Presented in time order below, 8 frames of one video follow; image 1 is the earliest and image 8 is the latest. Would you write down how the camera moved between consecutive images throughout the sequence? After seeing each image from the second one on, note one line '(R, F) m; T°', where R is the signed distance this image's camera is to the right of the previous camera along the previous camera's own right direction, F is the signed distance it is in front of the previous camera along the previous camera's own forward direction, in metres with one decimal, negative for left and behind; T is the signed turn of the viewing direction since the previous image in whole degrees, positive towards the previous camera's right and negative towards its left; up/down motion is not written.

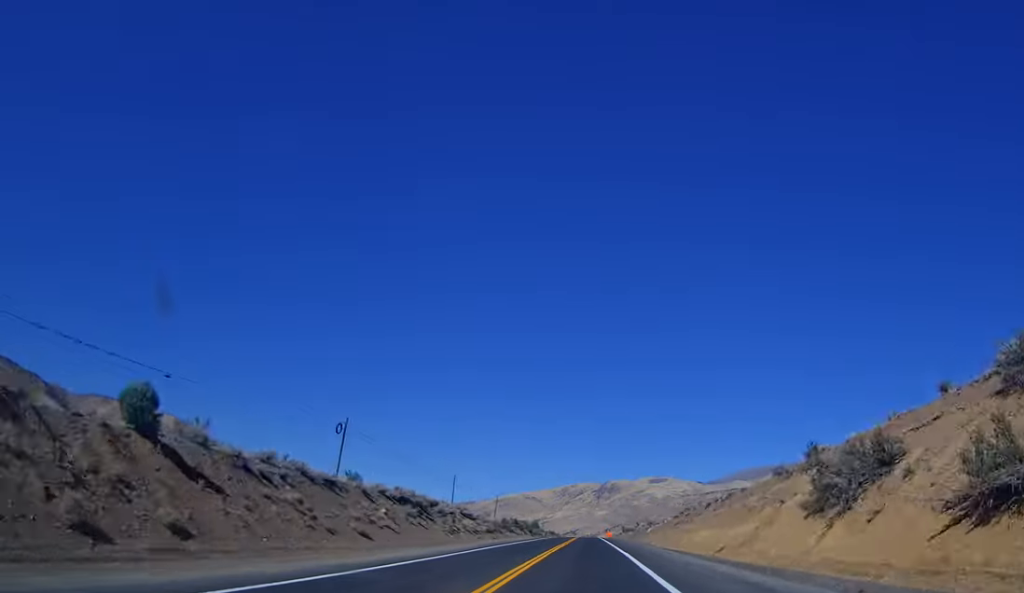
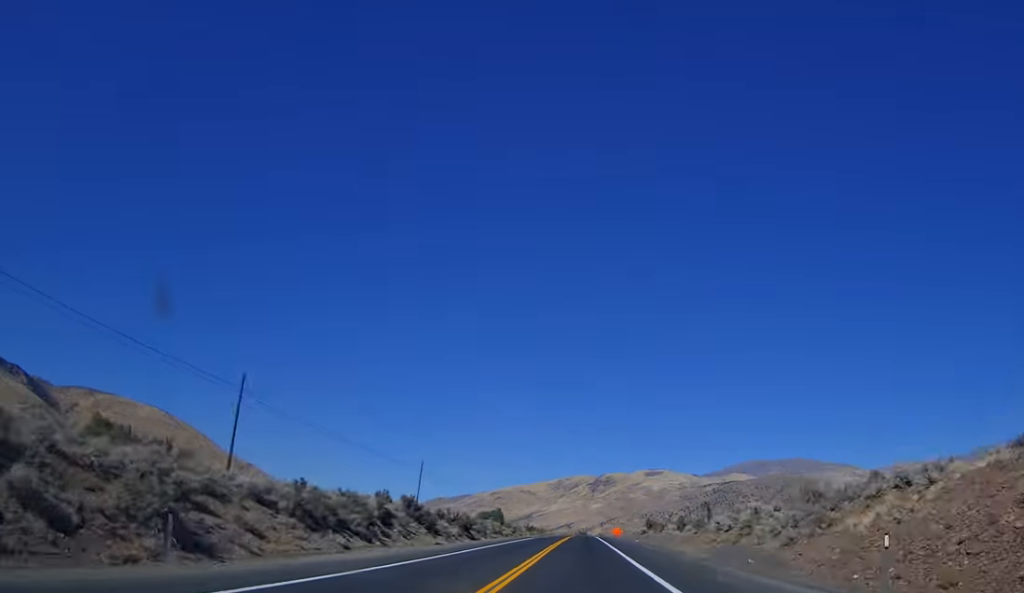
(+0.2, +78.2) m; 0°
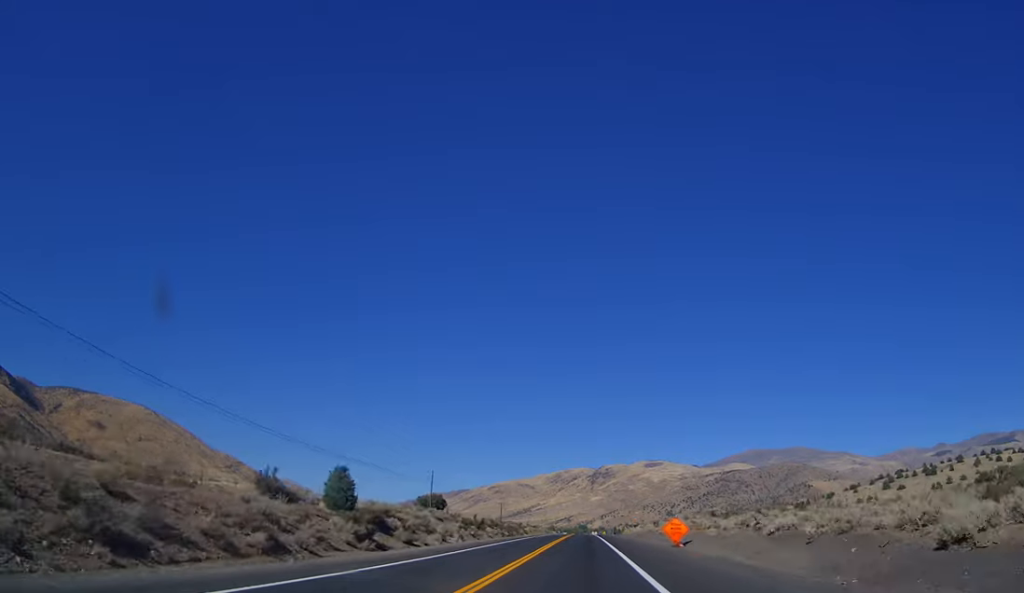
(0.0, +82.3) m; 0°
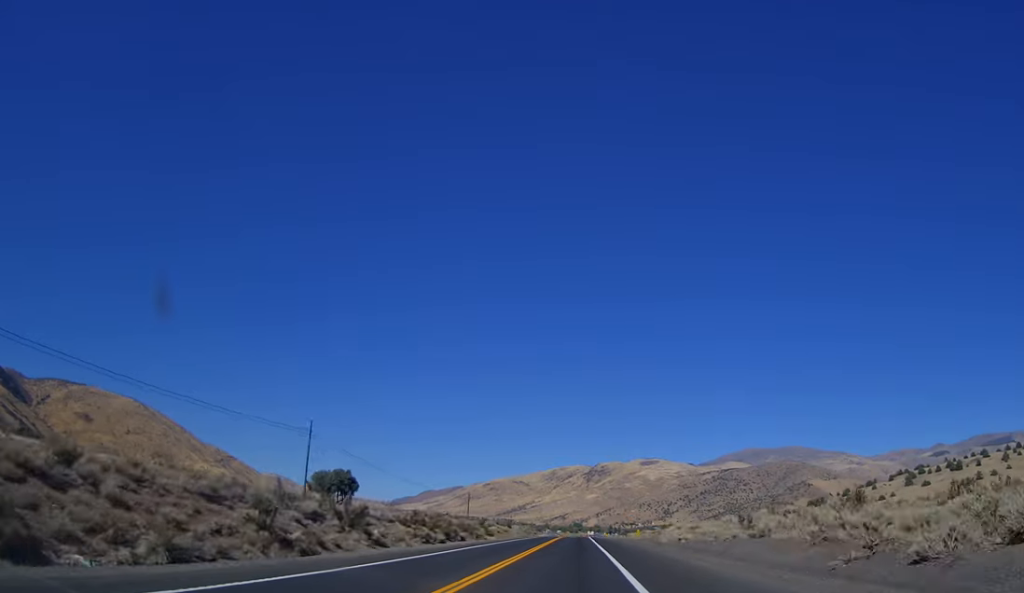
(-0.1, +47.9) m; 0°
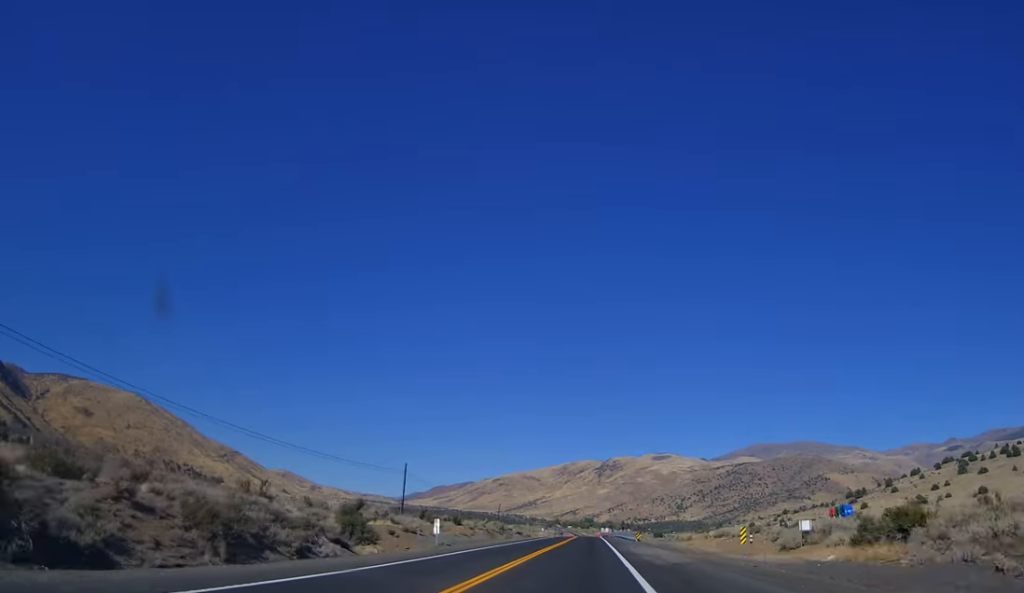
(-0.2, +61.6) m; 0°
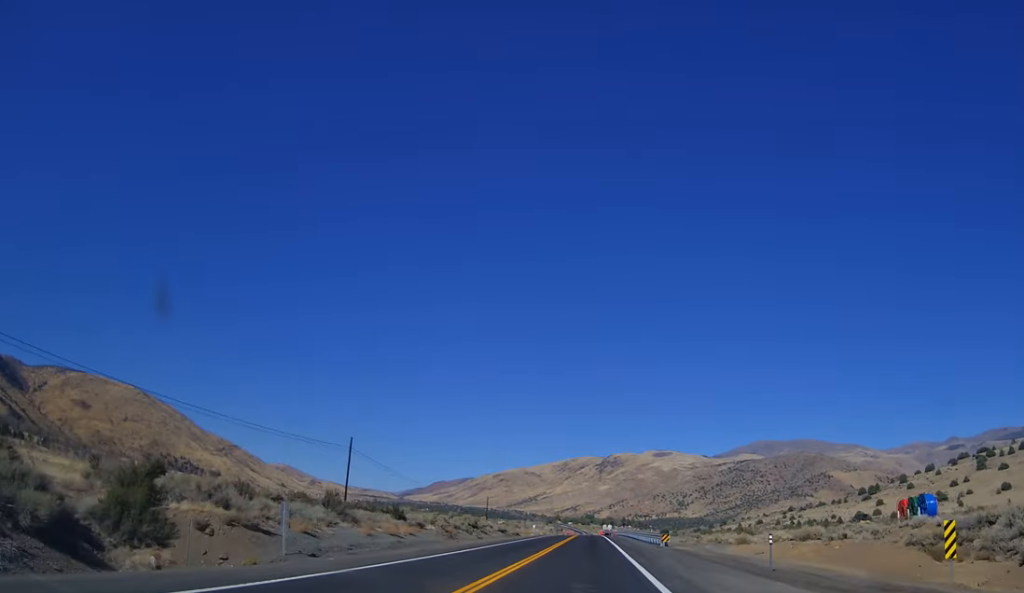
(0.0, +22.2) m; 0°
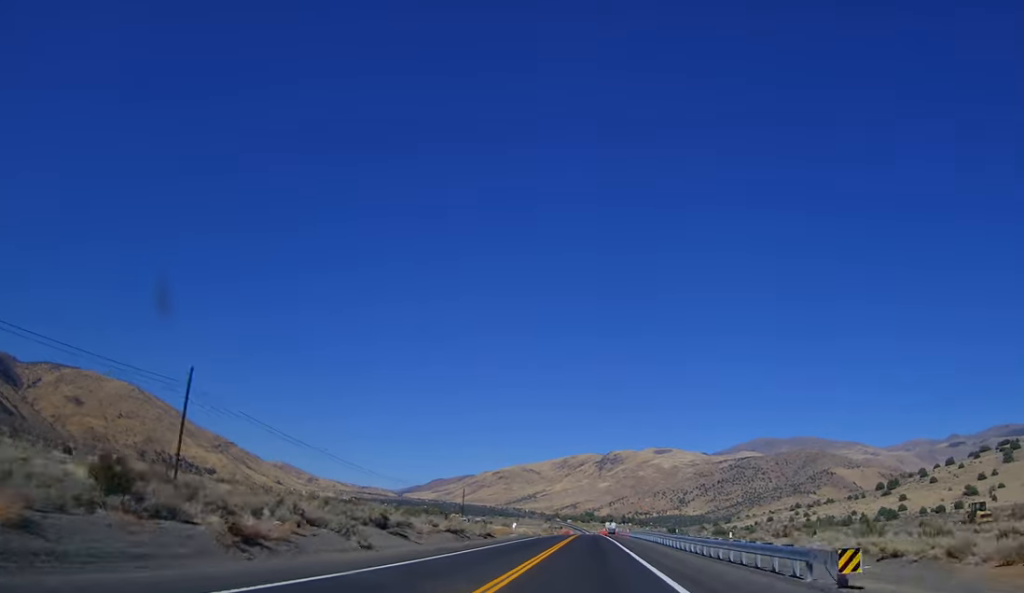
(0.0, +30.6) m; 0°
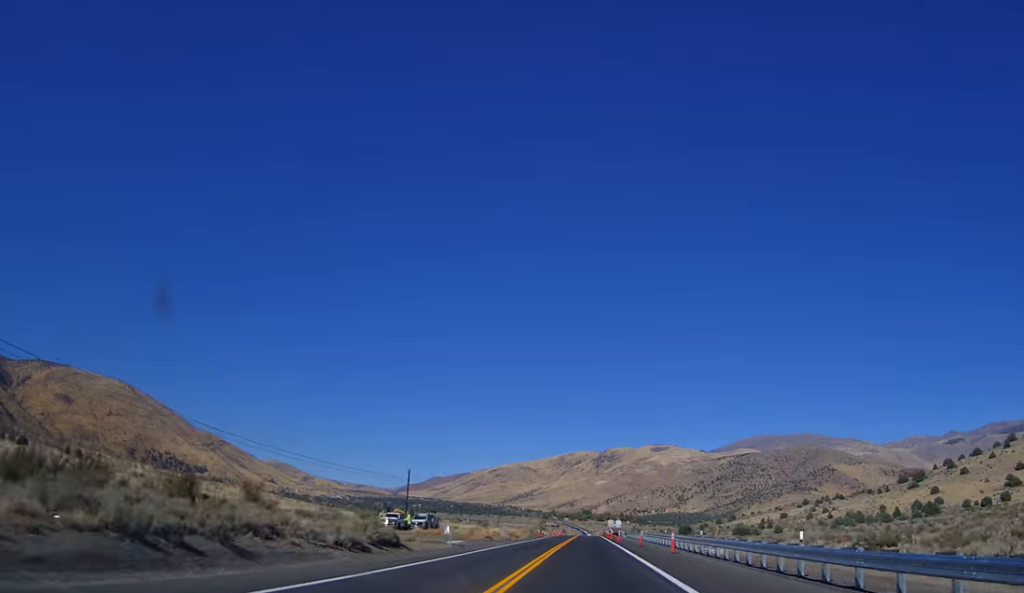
(0.0, +38.9) m; 0°
